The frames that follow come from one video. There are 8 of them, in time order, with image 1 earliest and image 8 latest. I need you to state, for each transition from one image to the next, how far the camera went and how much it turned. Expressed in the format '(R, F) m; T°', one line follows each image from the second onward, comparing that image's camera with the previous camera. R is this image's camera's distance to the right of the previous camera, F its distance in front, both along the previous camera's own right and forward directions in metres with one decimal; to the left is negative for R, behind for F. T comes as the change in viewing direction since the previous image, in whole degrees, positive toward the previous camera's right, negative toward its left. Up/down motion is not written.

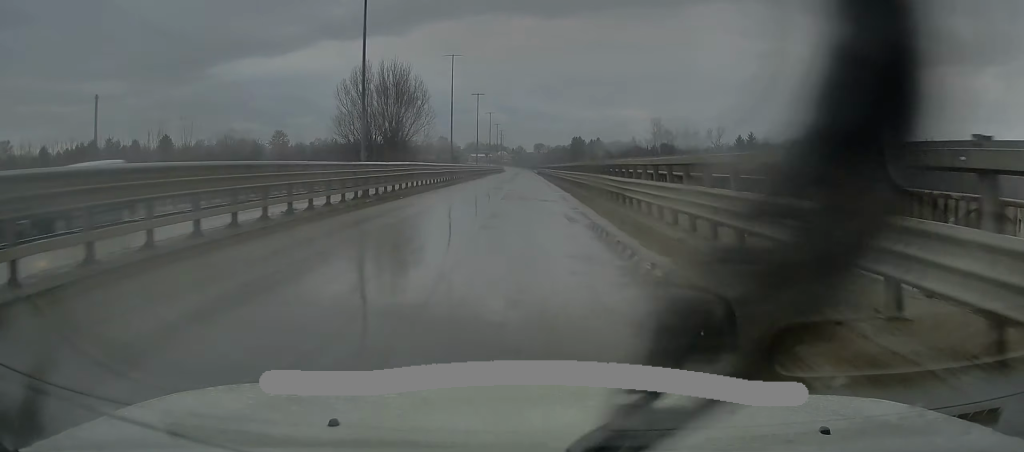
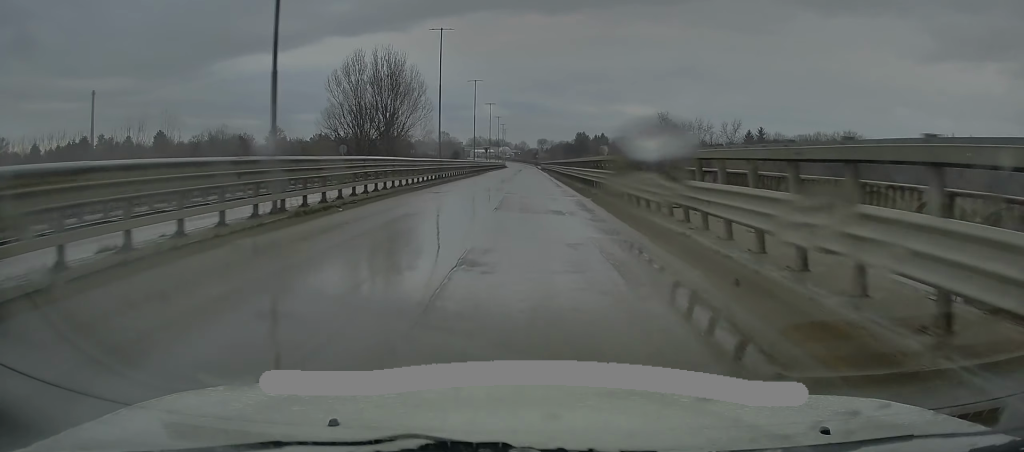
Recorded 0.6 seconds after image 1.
(-0.1, +8.0) m; -1°
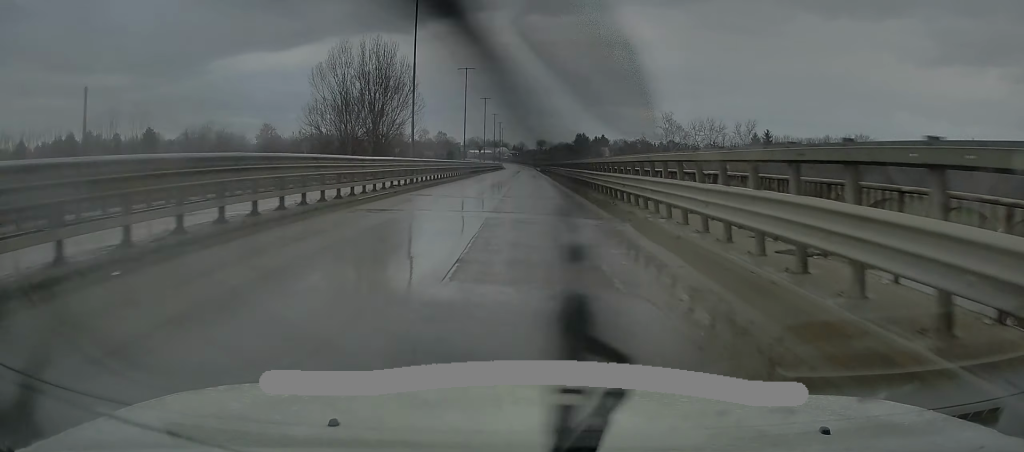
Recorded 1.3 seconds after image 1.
(-0.1, +9.0) m; +1°
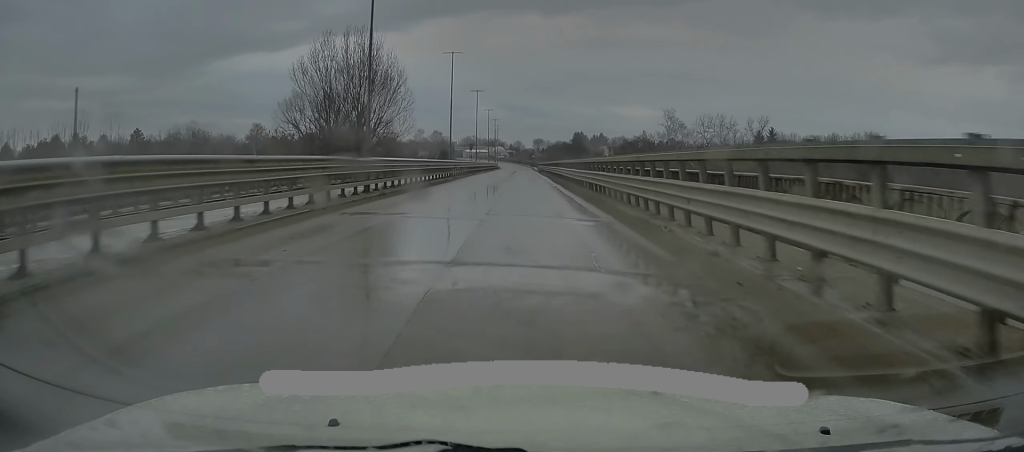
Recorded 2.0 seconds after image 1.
(0.0, +8.2) m; +1°
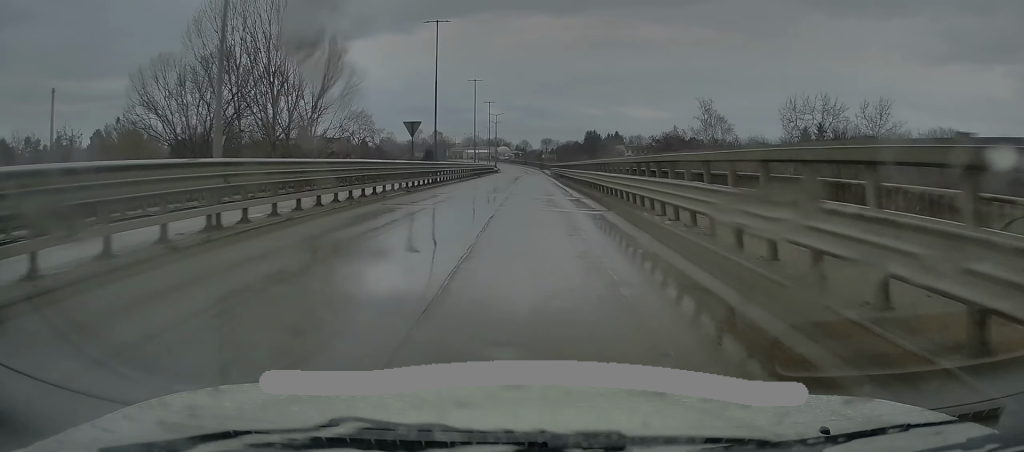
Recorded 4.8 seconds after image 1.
(-0.8, +37.4) m; -2°
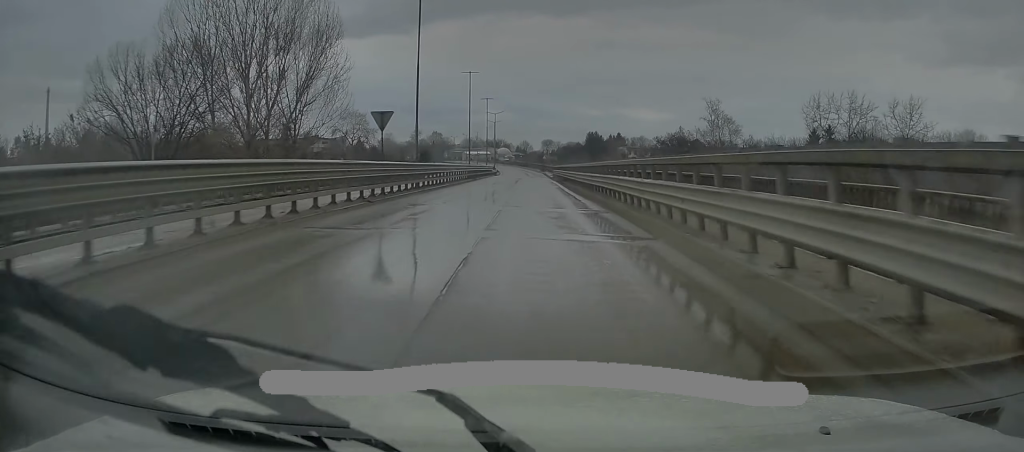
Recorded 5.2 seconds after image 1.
(+0.2, +6.5) m; 0°
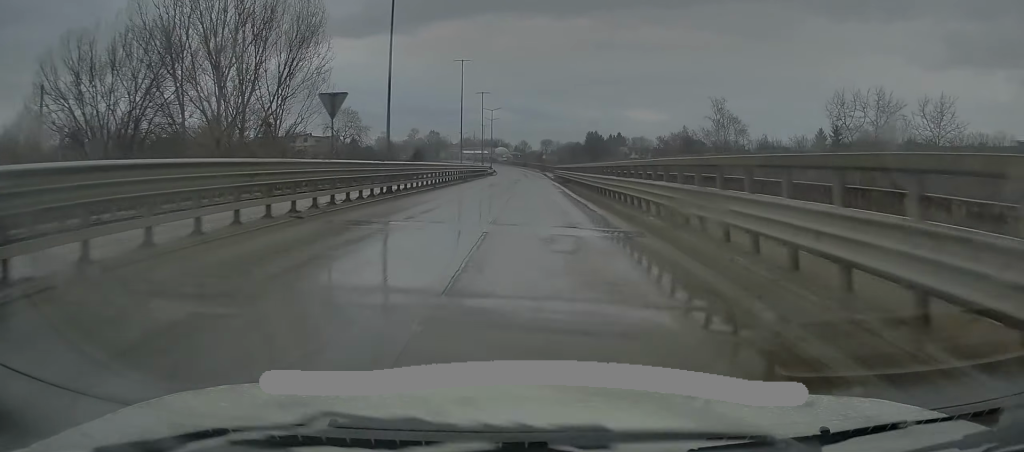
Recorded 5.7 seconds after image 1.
(+0.2, +6.1) m; 0°
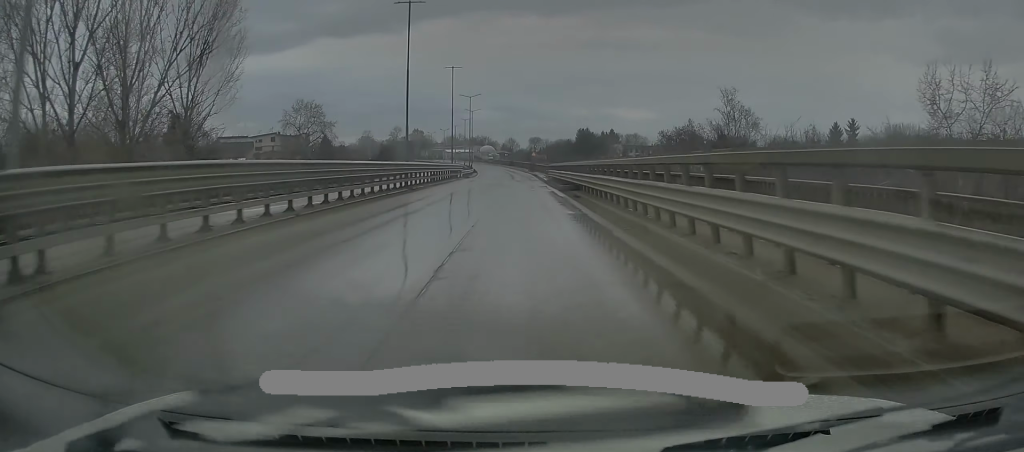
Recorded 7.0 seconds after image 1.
(-0.4, +18.5) m; 0°
